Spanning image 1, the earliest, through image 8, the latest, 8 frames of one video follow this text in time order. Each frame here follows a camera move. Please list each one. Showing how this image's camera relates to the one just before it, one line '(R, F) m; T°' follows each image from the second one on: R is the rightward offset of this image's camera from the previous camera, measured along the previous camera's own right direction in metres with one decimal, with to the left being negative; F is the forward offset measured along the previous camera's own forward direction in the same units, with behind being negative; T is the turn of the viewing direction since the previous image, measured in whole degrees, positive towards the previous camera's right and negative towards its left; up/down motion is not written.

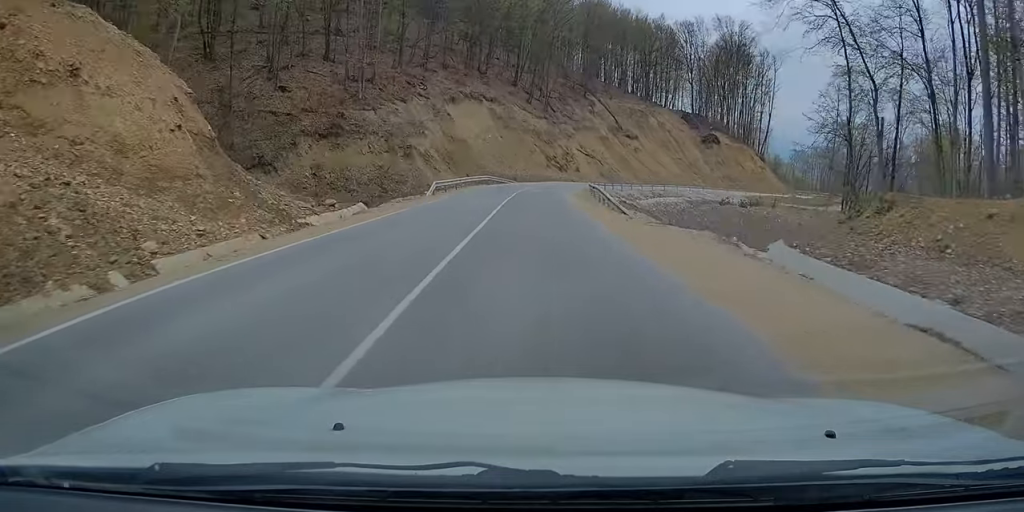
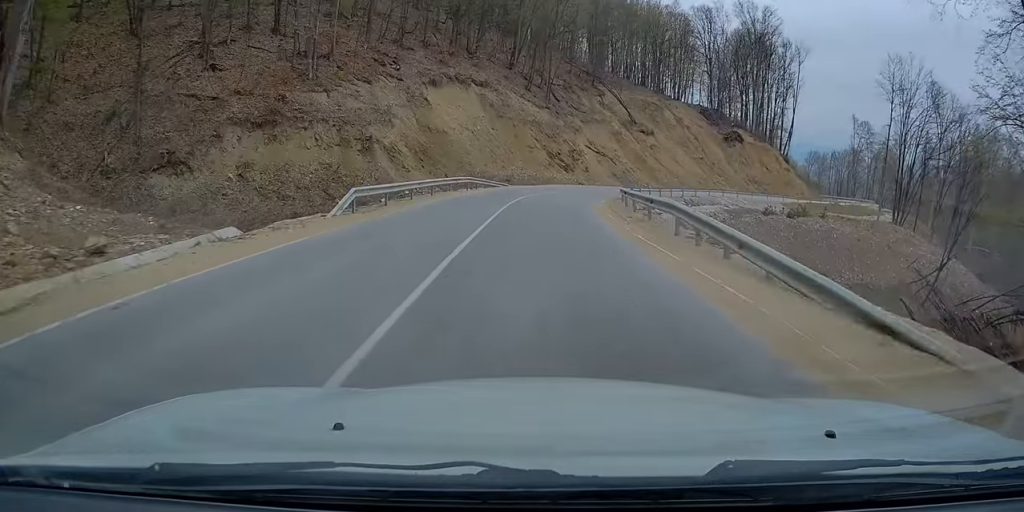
(0.0, +16.6) m; +1°
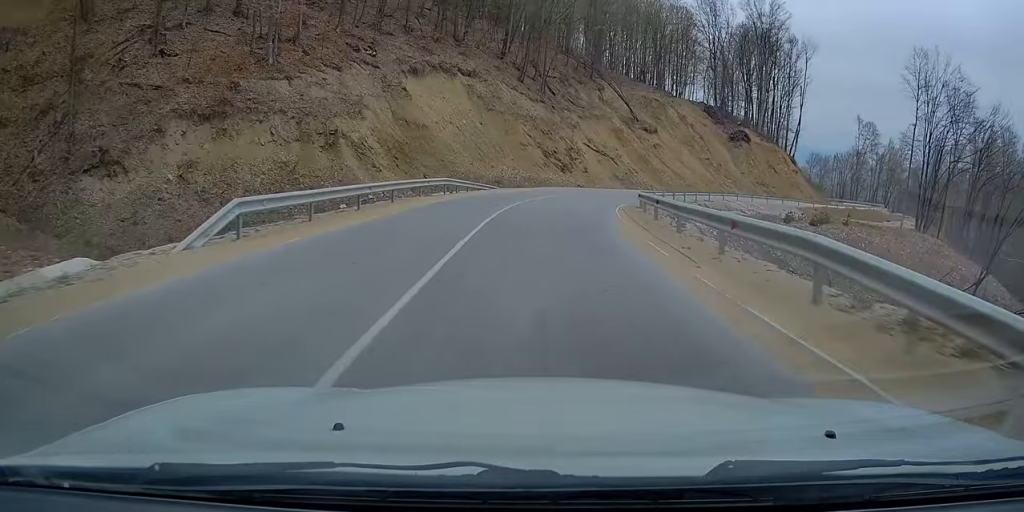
(0.0, +7.7) m; +1°
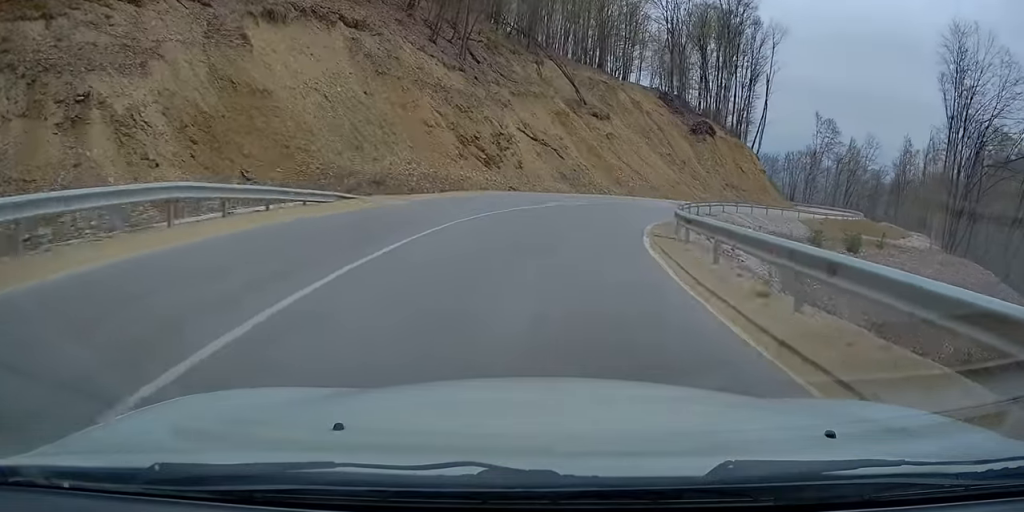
(+0.5, +20.7) m; +5°
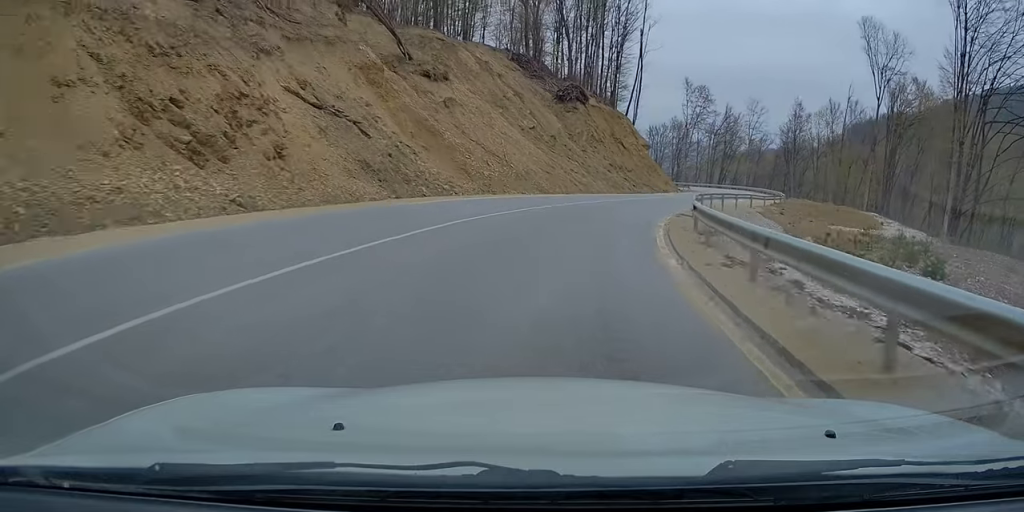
(+1.9, +22.9) m; +11°
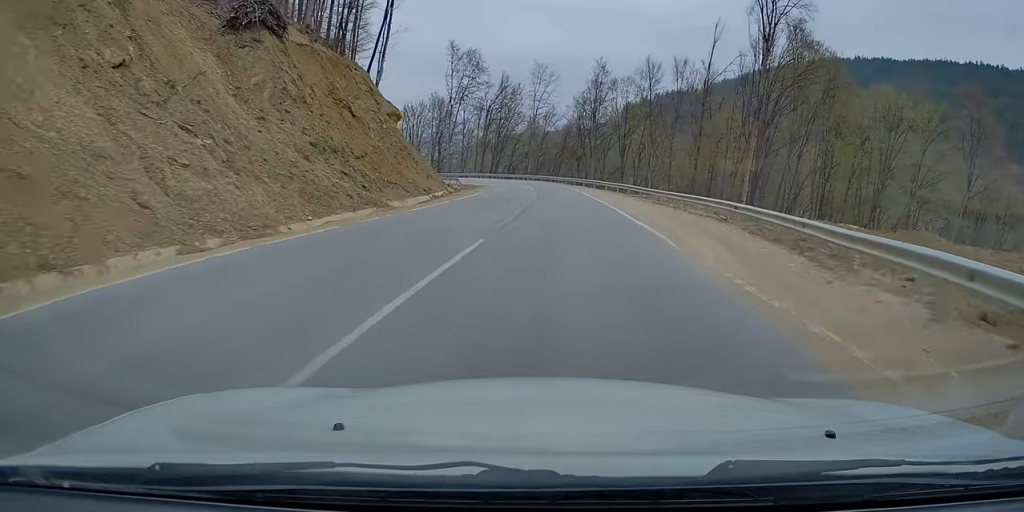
(+7.4, +32.7) m; +28°
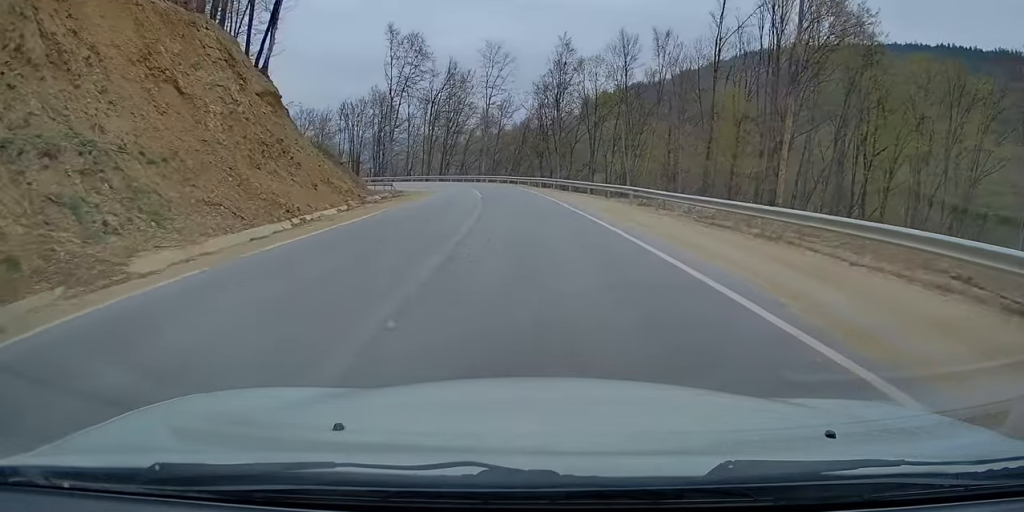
(+2.1, +17.7) m; +4°
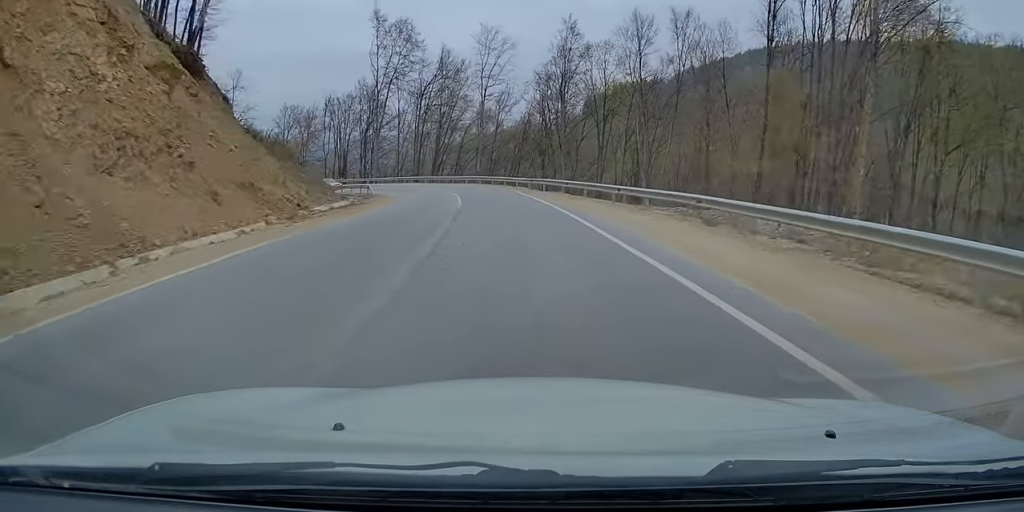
(-0.5, +10.9) m; -3°
